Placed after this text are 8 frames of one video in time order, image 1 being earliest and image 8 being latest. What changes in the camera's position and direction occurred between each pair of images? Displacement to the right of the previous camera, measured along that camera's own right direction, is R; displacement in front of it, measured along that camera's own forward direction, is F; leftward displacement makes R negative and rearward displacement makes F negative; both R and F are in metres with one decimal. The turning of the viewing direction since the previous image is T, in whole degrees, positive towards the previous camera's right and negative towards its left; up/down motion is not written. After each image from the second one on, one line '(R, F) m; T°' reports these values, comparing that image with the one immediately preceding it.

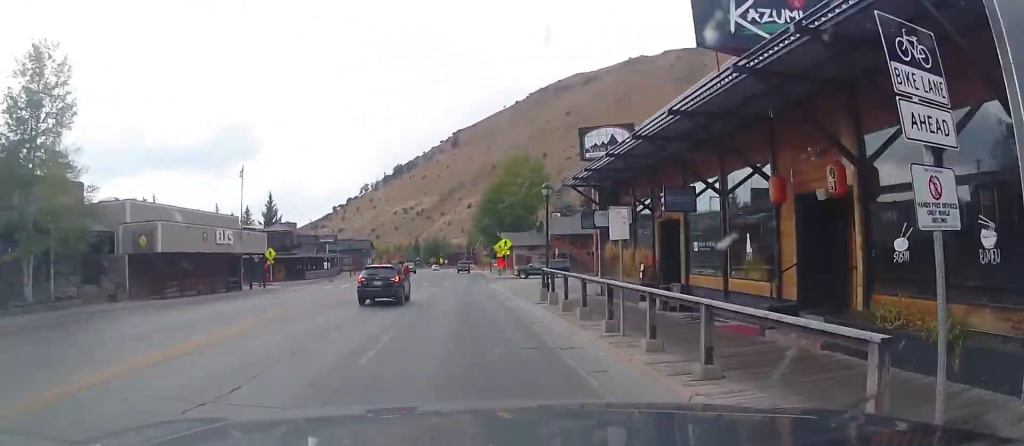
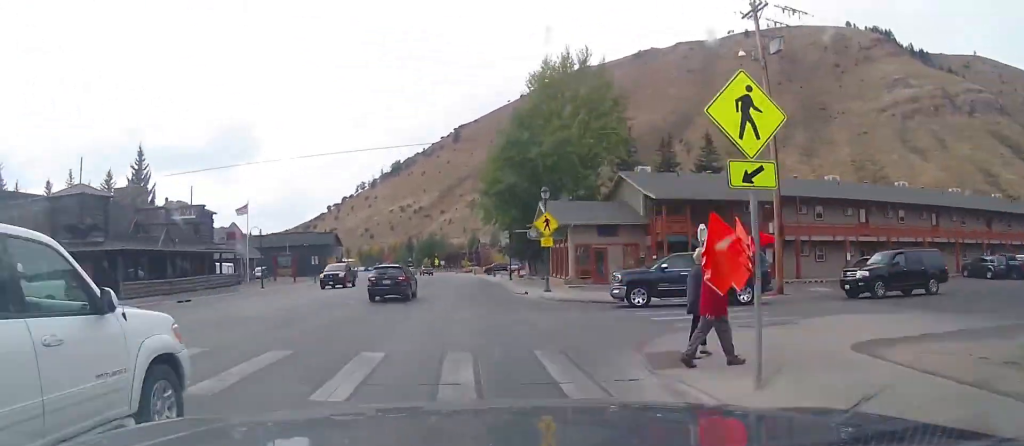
(0.0, +50.2) m; -3°
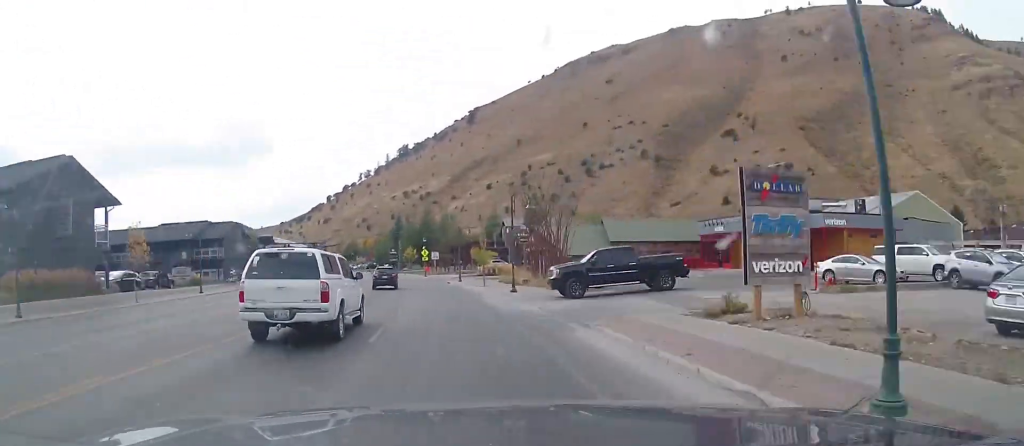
(-2.9, +73.5) m; -9°
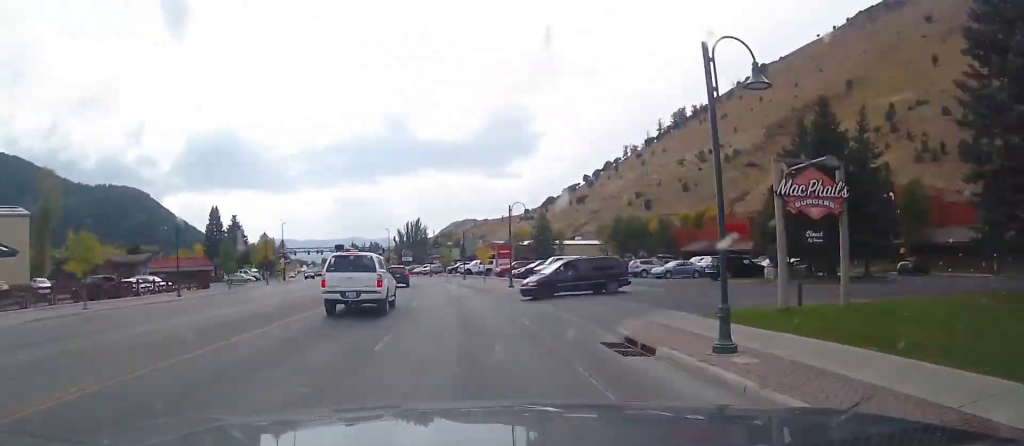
(-22.2, +124.0) m; -21°
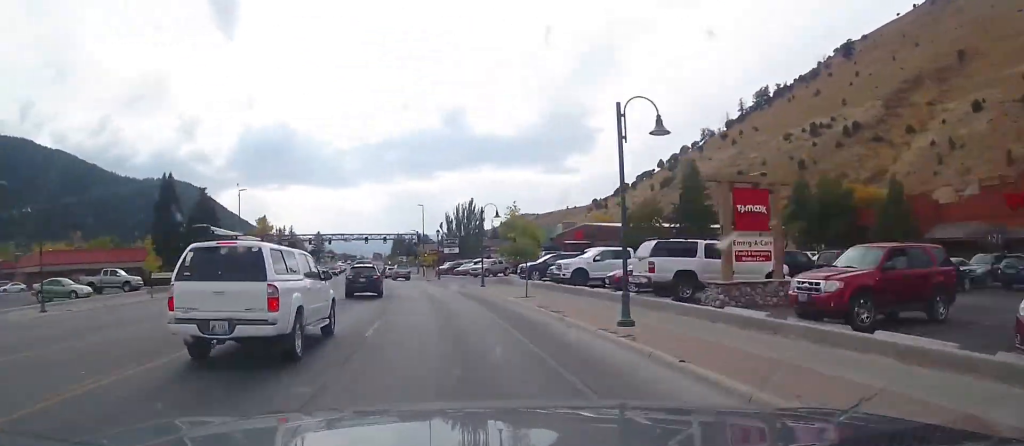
(-2.7, +48.6) m; -6°
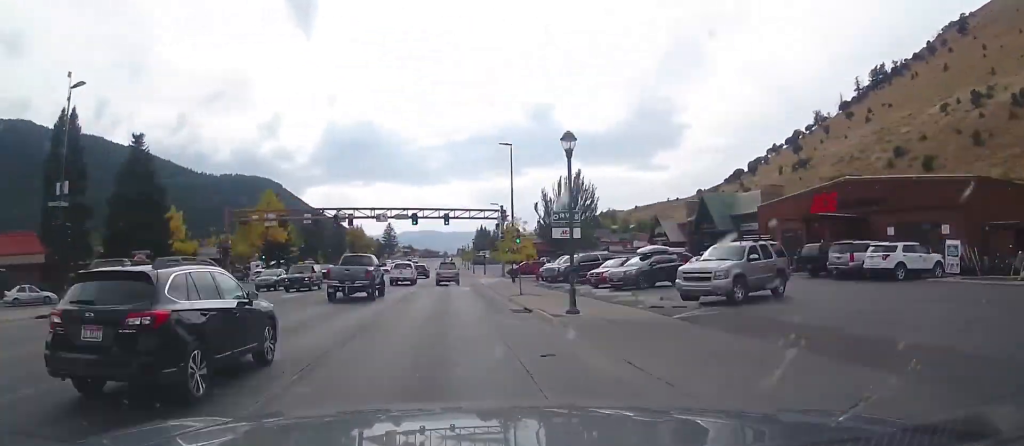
(-4.9, +47.8) m; -3°
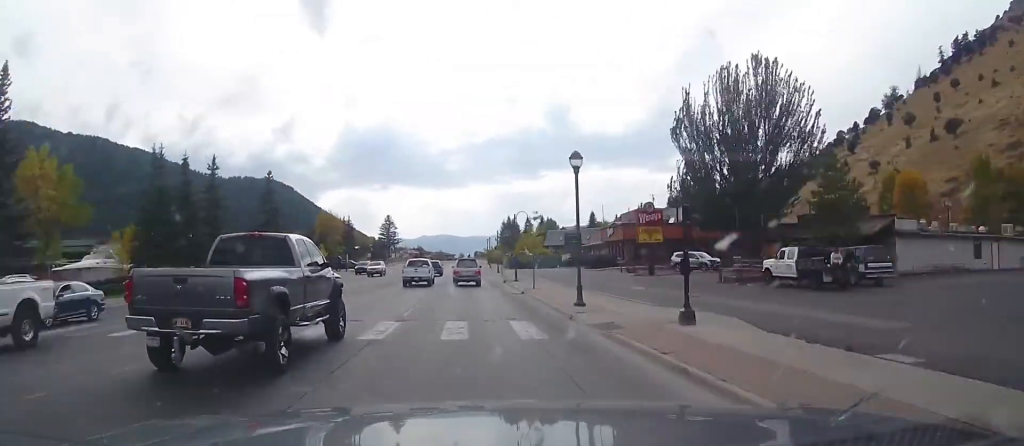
(-2.7, +71.1) m; -2°
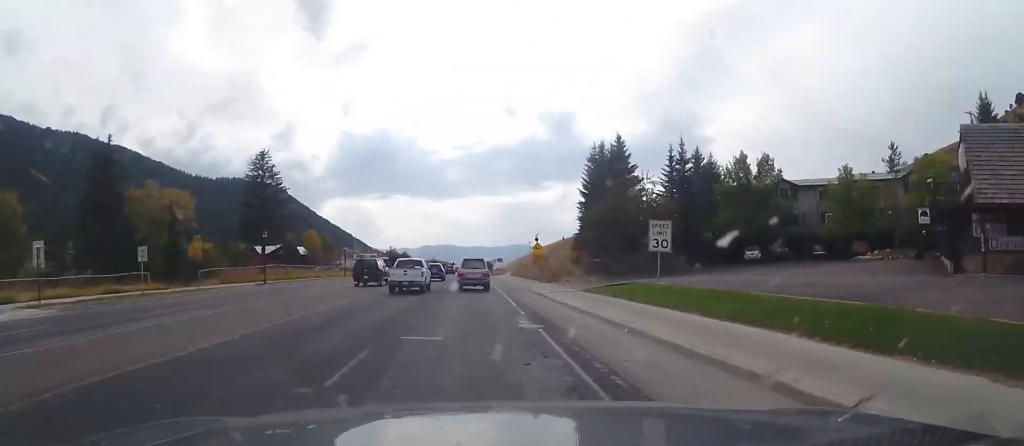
(+1.2, +144.3) m; 0°
